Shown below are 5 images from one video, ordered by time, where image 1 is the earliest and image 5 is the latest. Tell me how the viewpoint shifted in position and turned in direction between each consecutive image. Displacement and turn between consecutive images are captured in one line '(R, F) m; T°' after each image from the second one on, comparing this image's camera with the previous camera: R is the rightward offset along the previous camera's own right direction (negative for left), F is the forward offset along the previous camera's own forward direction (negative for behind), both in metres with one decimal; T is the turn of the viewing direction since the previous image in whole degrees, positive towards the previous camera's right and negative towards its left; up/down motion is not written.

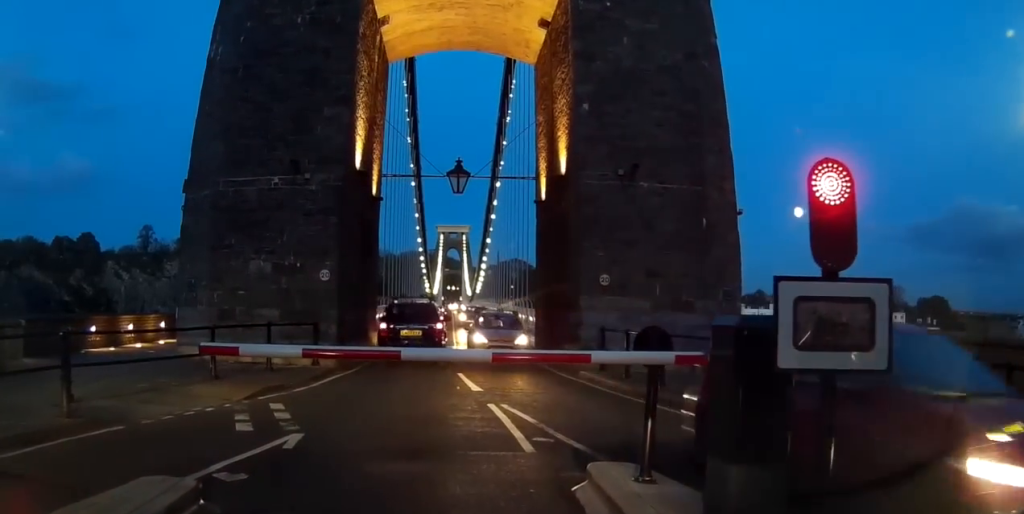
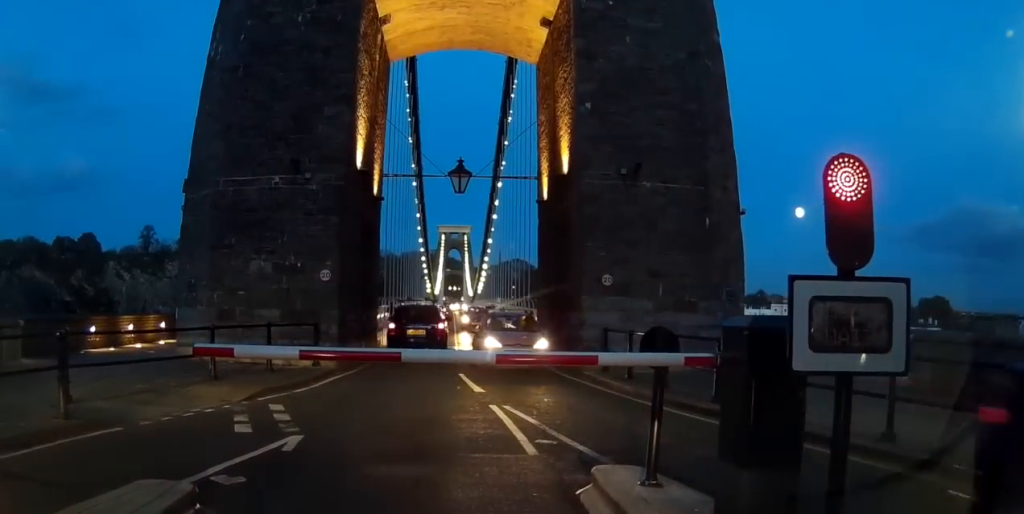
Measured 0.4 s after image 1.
(0.0, +0.4) m; 0°
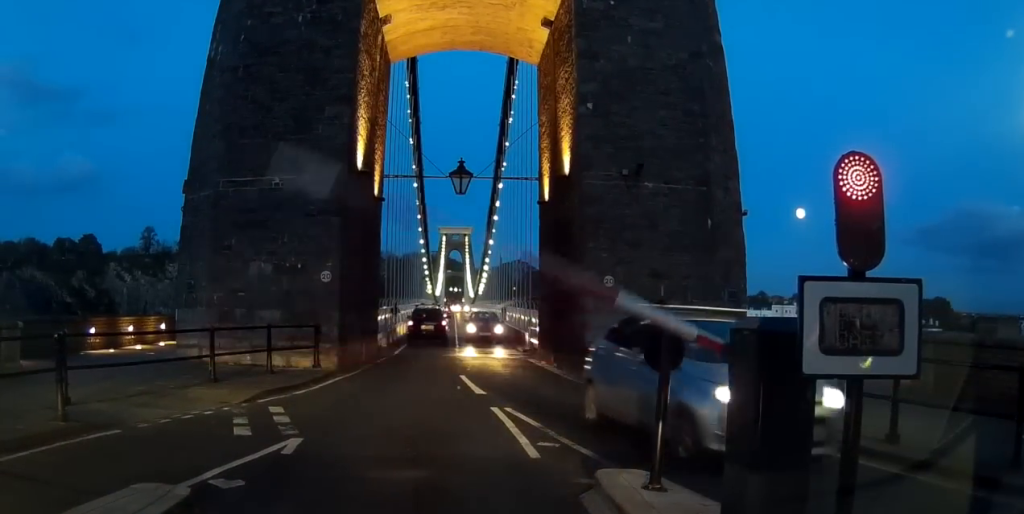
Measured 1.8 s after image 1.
(+0.3, +0.8) m; 0°
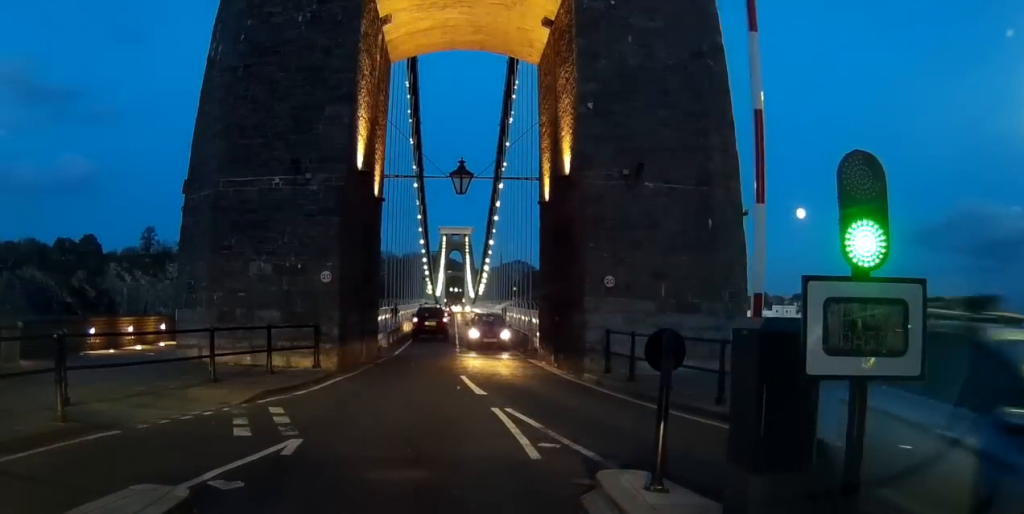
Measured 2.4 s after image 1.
(0.0, +0.4) m; 0°
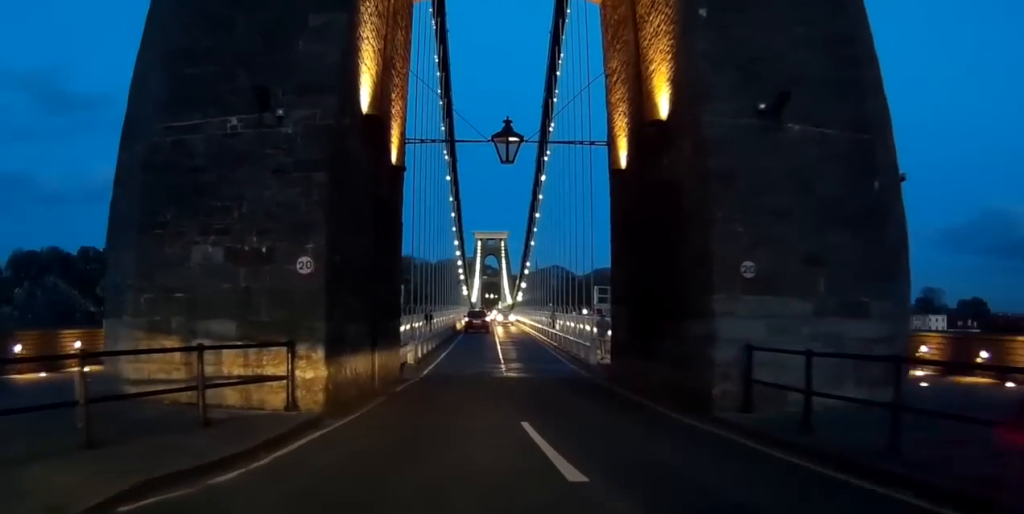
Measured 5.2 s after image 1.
(-0.5, +7.5) m; -6°
